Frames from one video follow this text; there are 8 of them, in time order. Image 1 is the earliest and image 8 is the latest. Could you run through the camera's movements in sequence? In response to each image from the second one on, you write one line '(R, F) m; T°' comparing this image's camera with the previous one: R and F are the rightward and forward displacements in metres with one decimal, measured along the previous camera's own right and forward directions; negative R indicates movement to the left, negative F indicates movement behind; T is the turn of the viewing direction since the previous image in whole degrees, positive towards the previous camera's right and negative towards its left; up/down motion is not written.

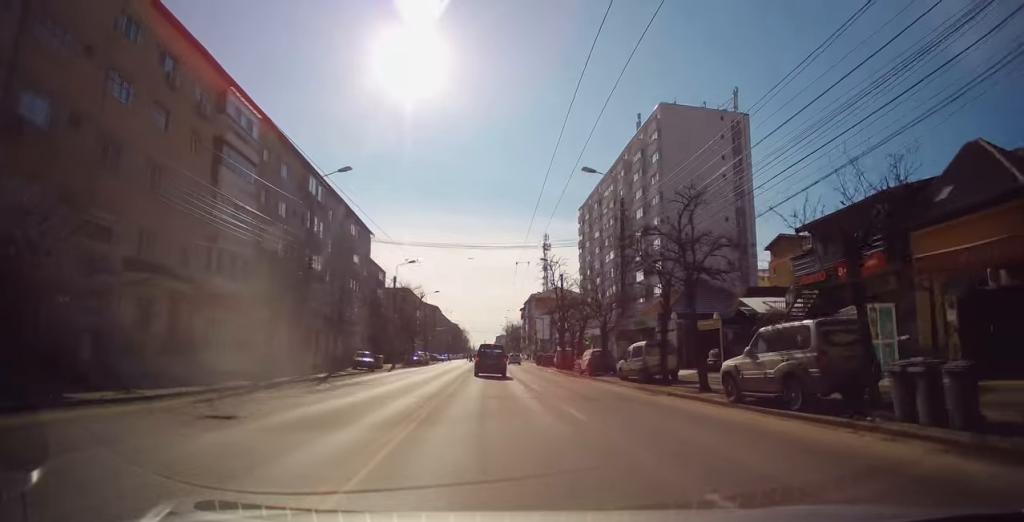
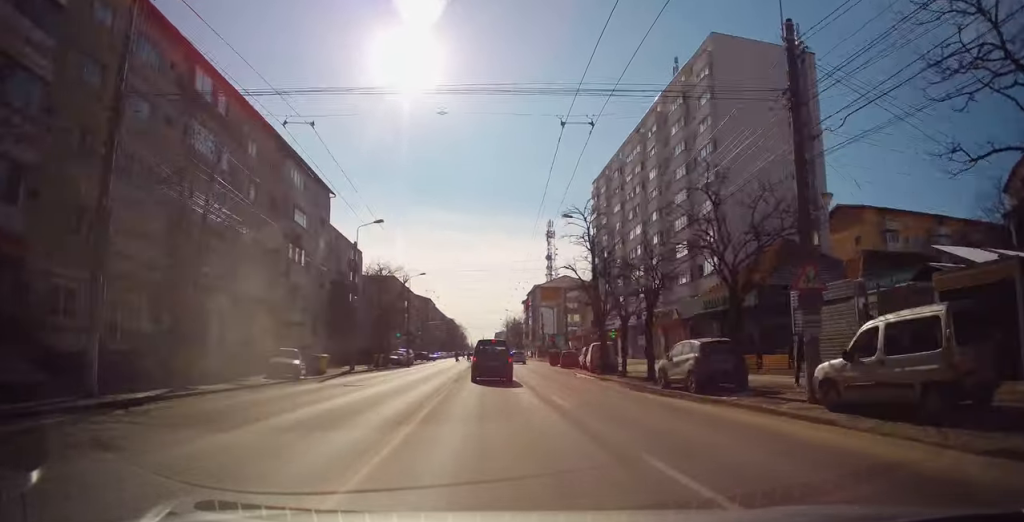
(+0.4, +16.9) m; +1°
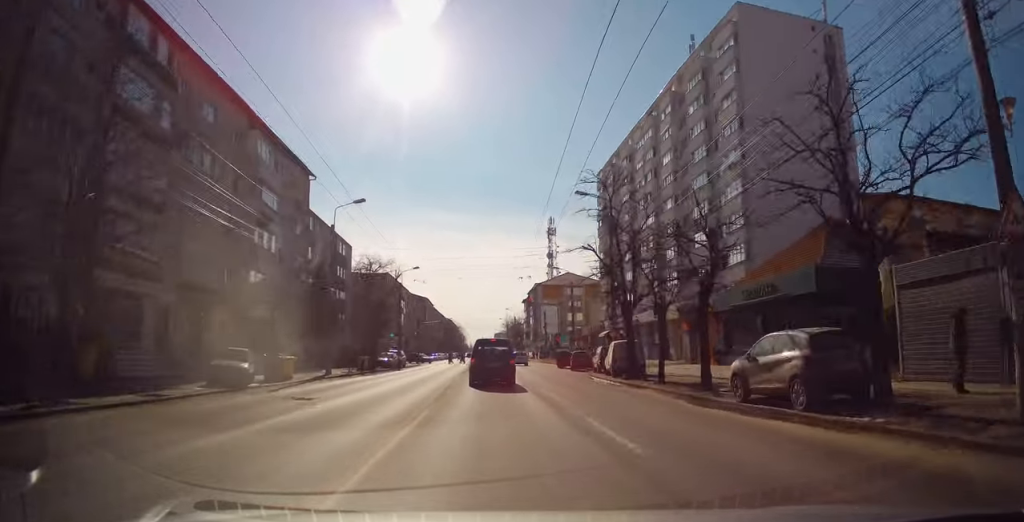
(-0.1, +5.9) m; -1°
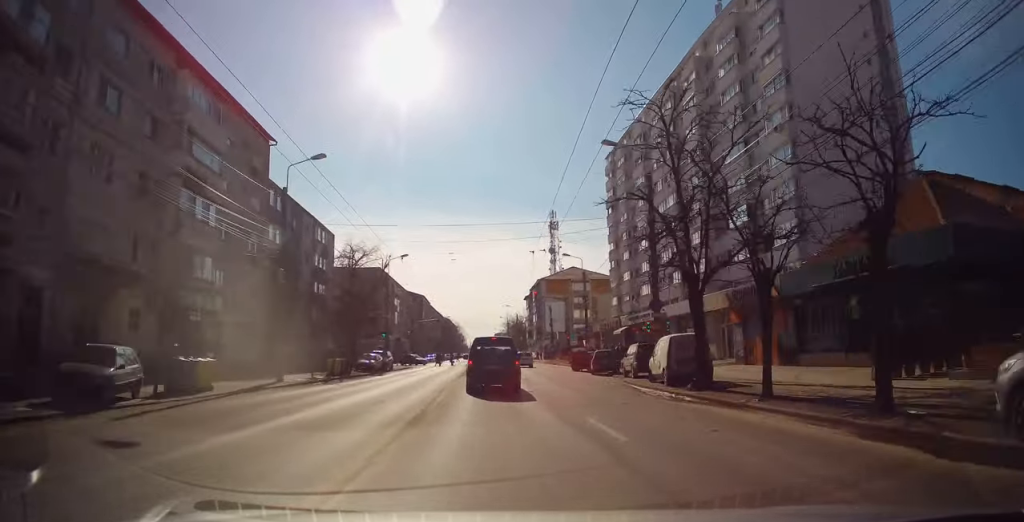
(-0.1, +9.1) m; -1°
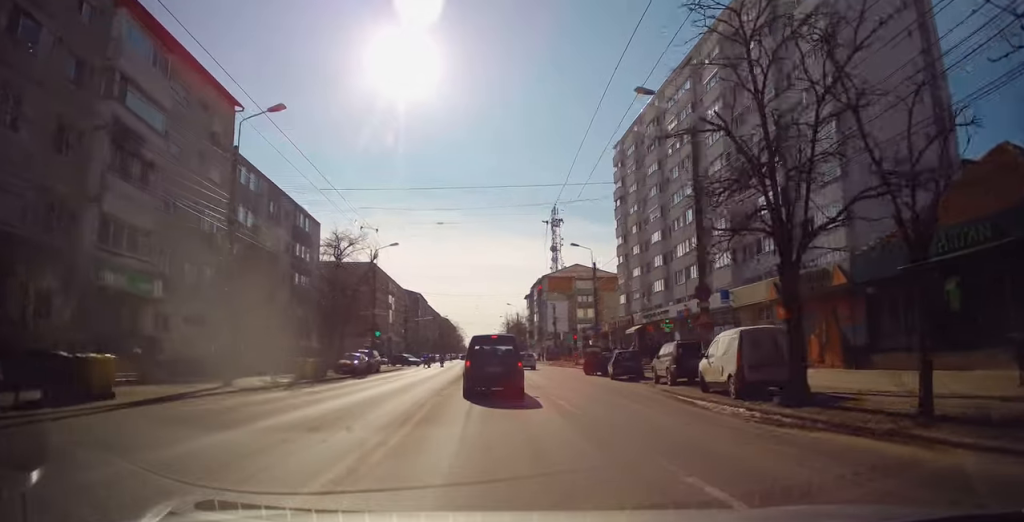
(+0.1, +6.4) m; -1°
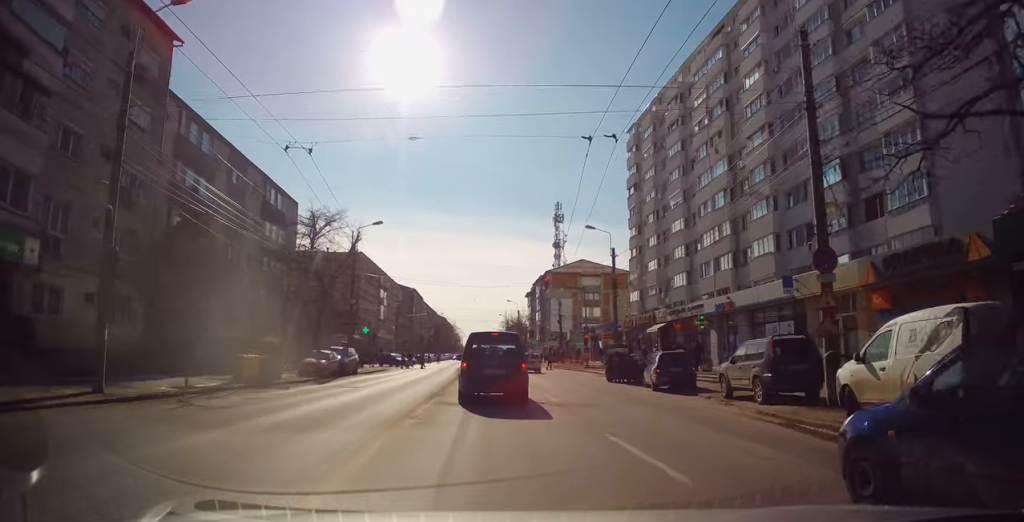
(-0.3, +9.0) m; +1°
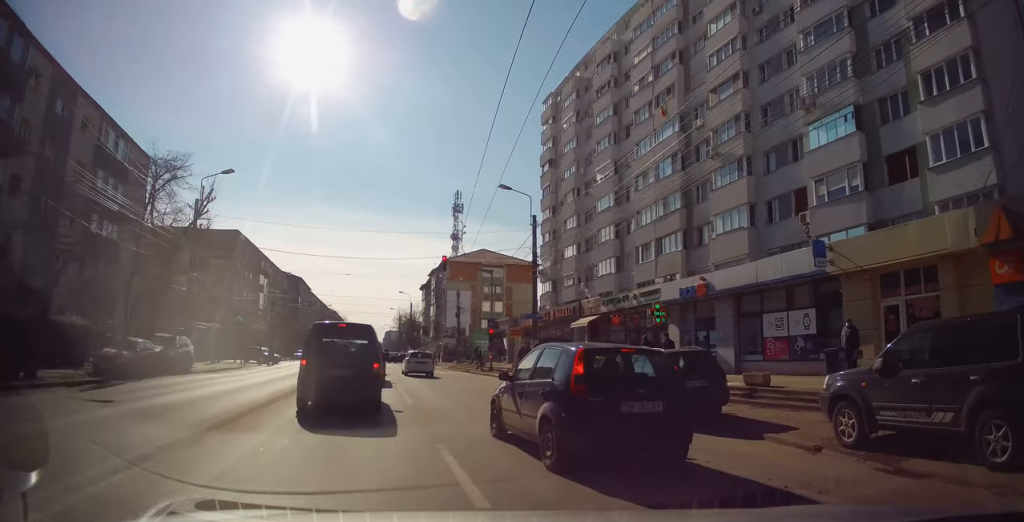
(+1.2, +11.7) m; +10°
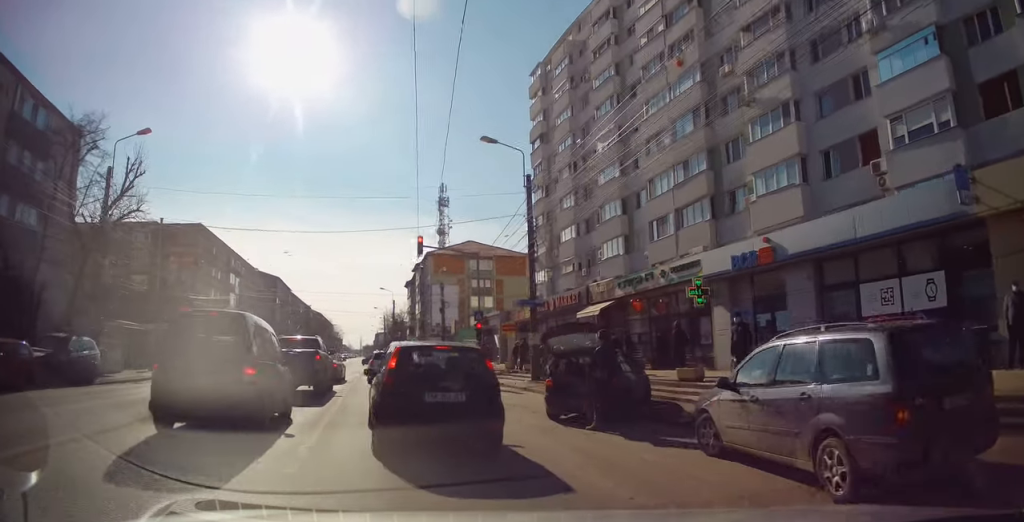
(+0.2, +7.1) m; +2°
